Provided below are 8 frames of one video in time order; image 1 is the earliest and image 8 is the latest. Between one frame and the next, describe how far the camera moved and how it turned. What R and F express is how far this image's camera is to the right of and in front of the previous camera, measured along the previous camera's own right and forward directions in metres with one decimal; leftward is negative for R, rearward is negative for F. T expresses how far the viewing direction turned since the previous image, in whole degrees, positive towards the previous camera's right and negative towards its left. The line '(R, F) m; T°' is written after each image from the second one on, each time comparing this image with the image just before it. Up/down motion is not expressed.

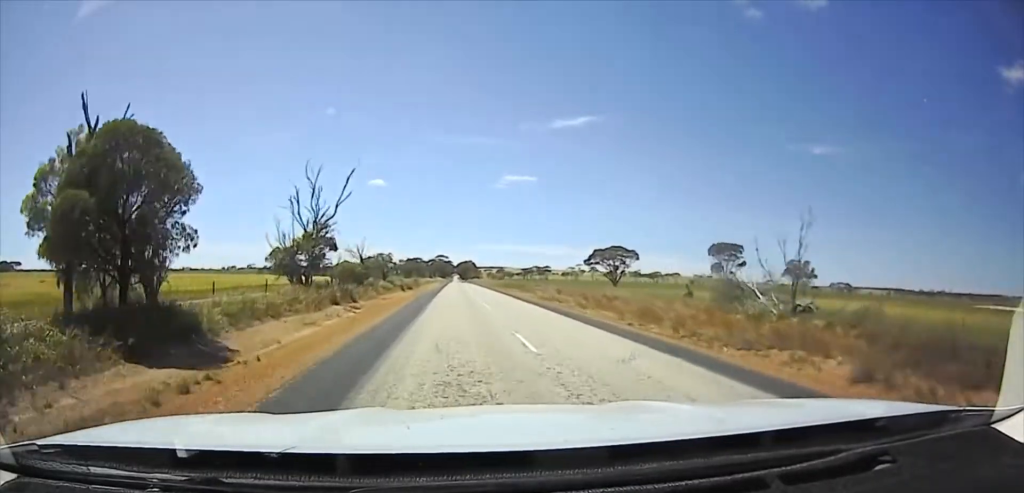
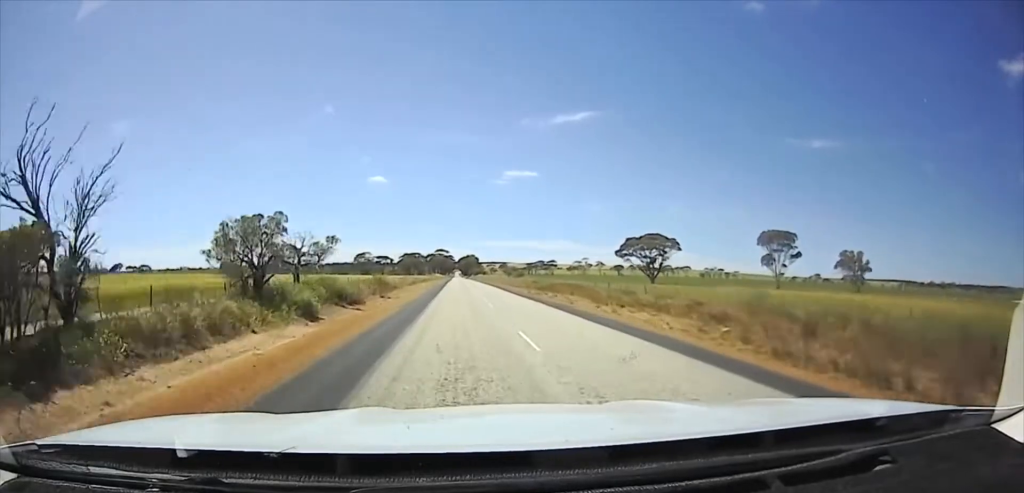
(0.0, +38.3) m; 0°
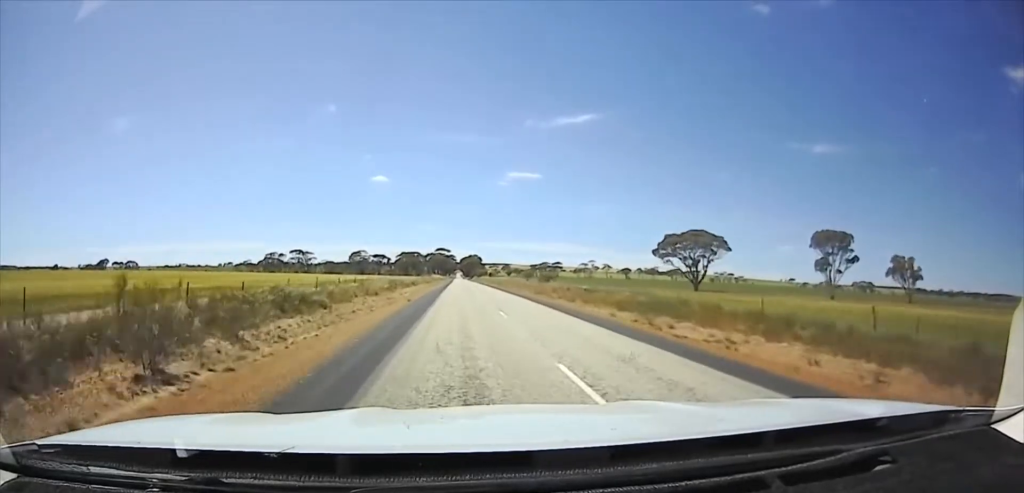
(0.0, +33.7) m; 0°
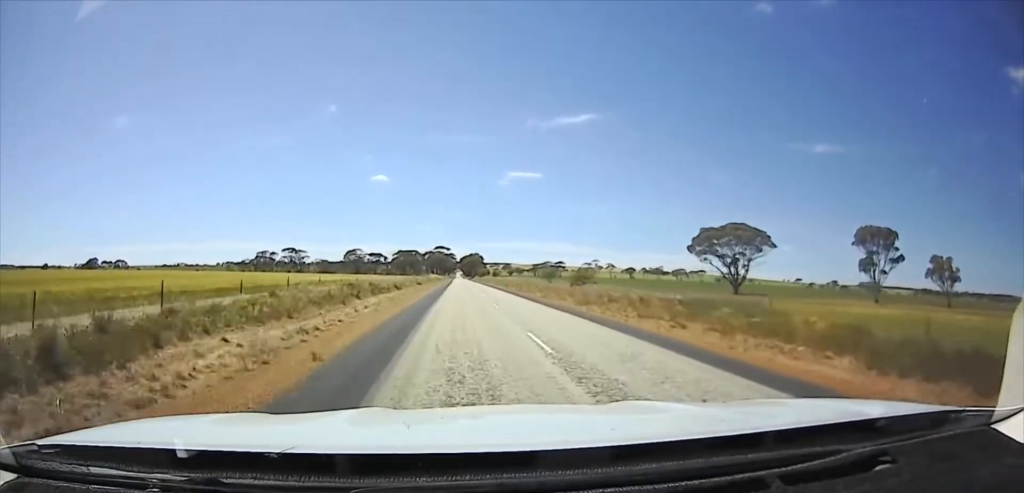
(0.0, +22.7) m; 0°
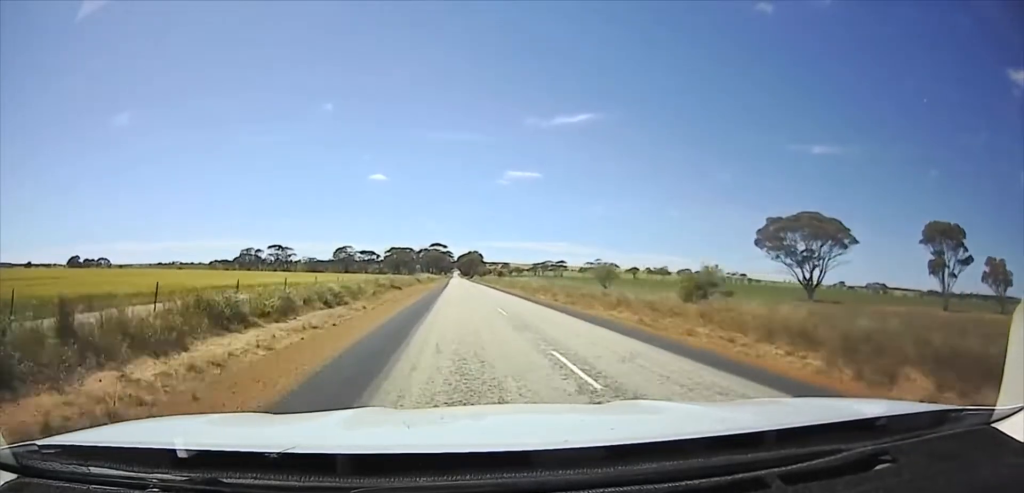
(0.0, +33.5) m; 0°
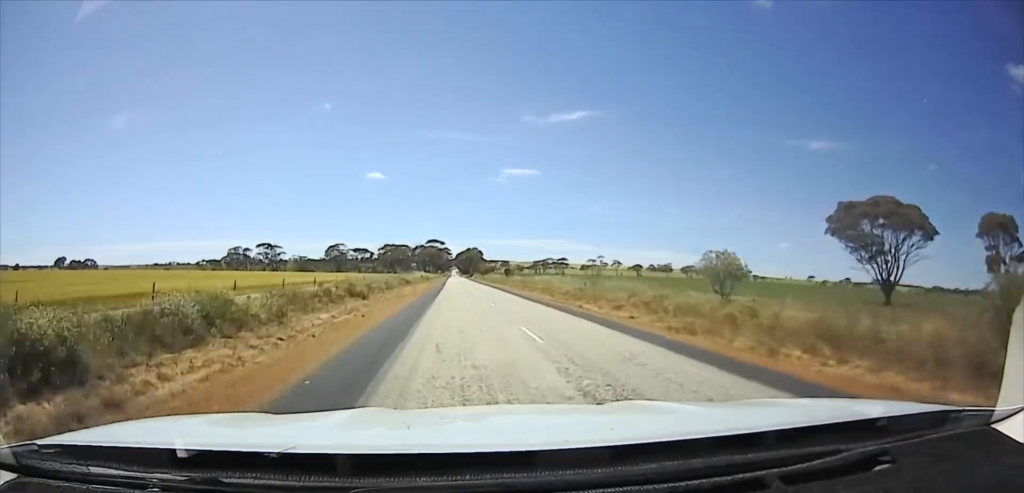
(0.0, +26.9) m; 0°
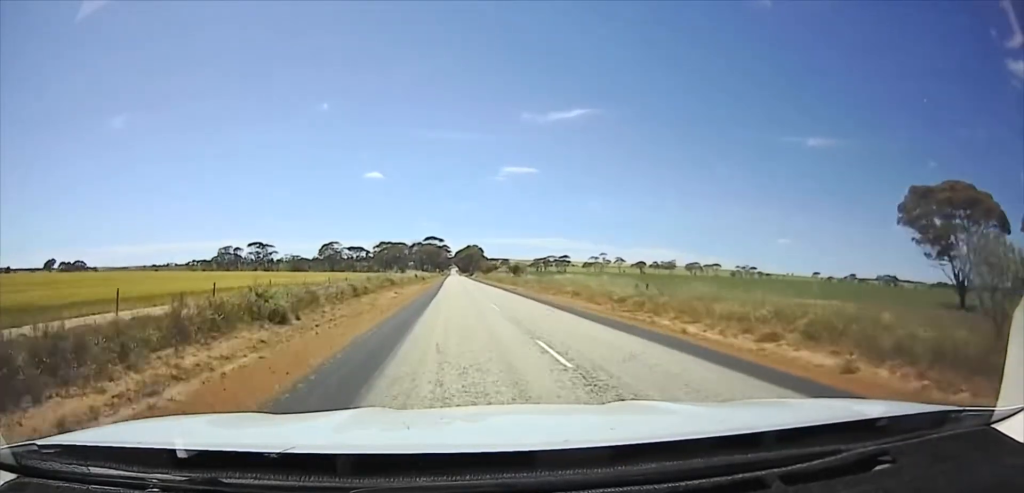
(0.0, +19.5) m; 0°
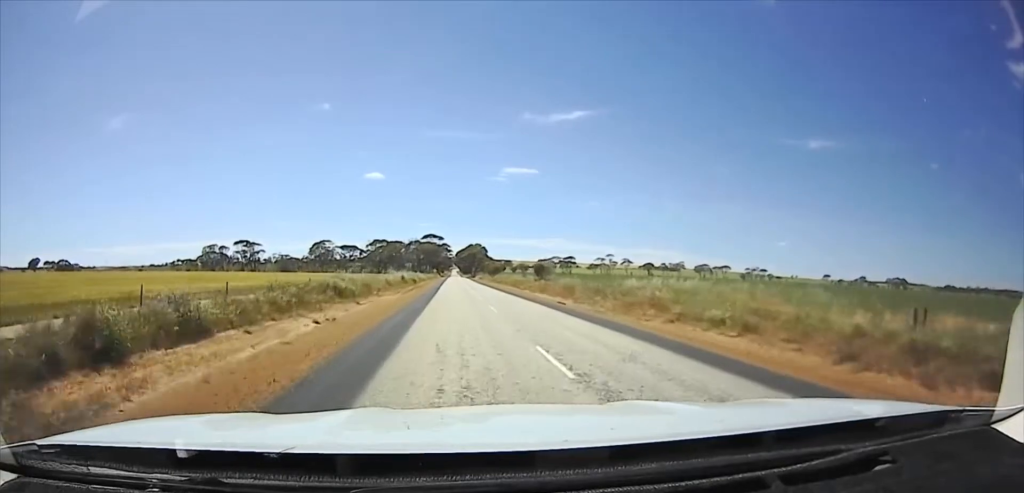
(0.0, +30.2) m; -1°
